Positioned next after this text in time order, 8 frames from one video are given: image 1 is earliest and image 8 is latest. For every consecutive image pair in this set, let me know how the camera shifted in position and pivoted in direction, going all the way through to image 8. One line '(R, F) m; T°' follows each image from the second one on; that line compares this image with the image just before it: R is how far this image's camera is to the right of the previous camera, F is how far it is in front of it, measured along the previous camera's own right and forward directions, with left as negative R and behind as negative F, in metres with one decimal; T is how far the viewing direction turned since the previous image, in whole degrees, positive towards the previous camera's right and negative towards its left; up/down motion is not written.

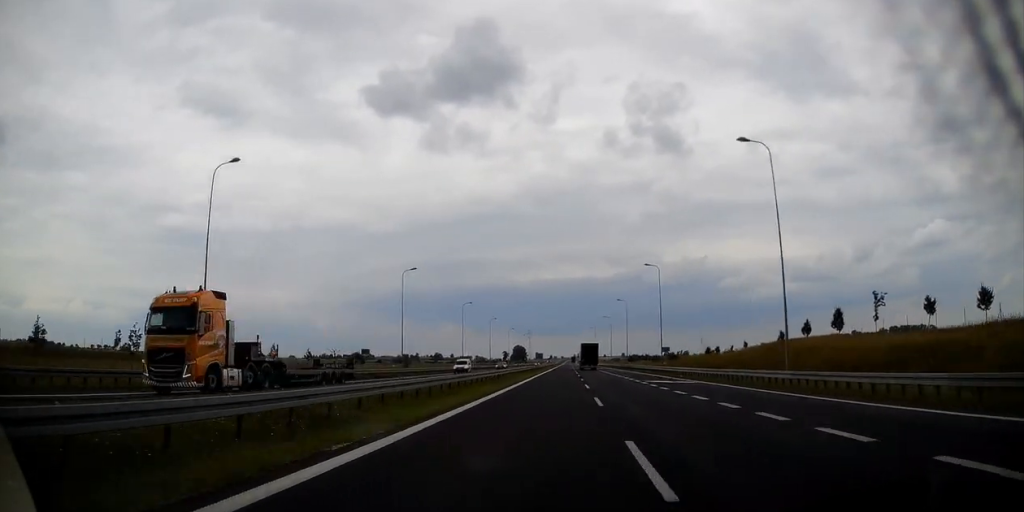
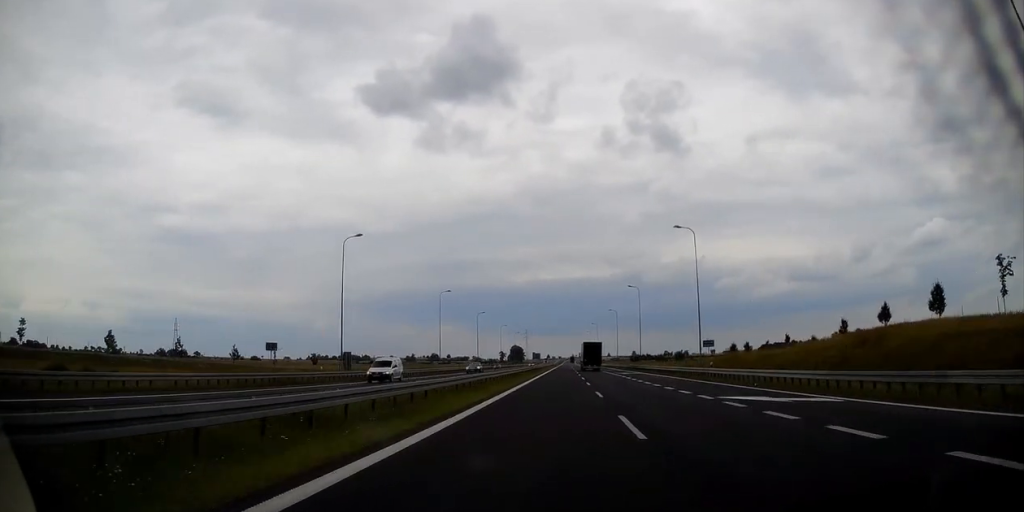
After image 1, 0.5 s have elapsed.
(+0.1, +19.7) m; 0°
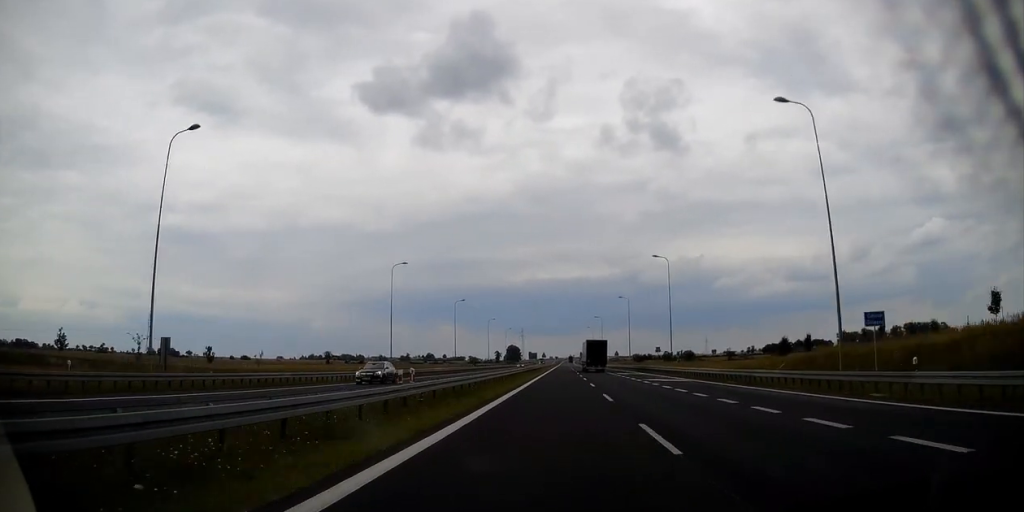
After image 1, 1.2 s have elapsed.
(+0.1, +25.9) m; 0°
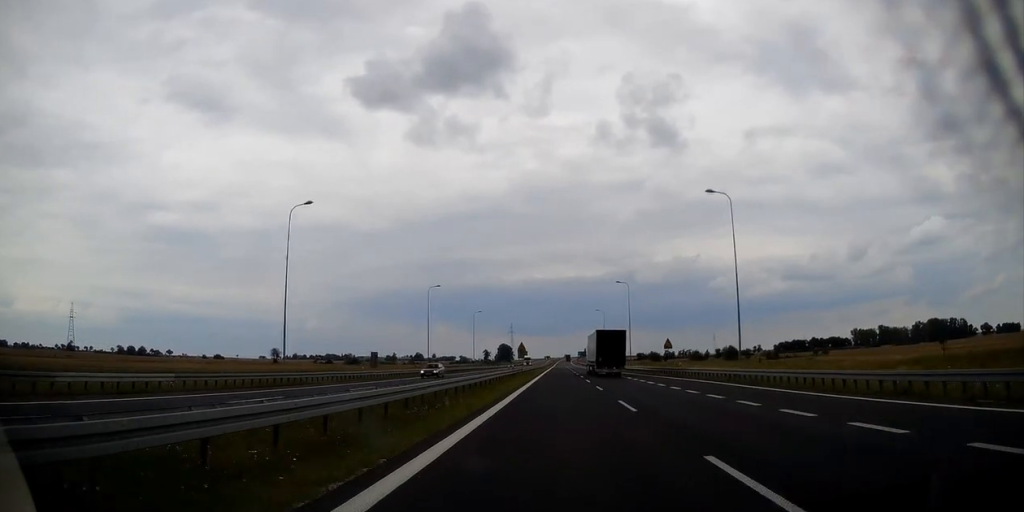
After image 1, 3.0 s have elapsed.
(-0.2, +65.4) m; 0°
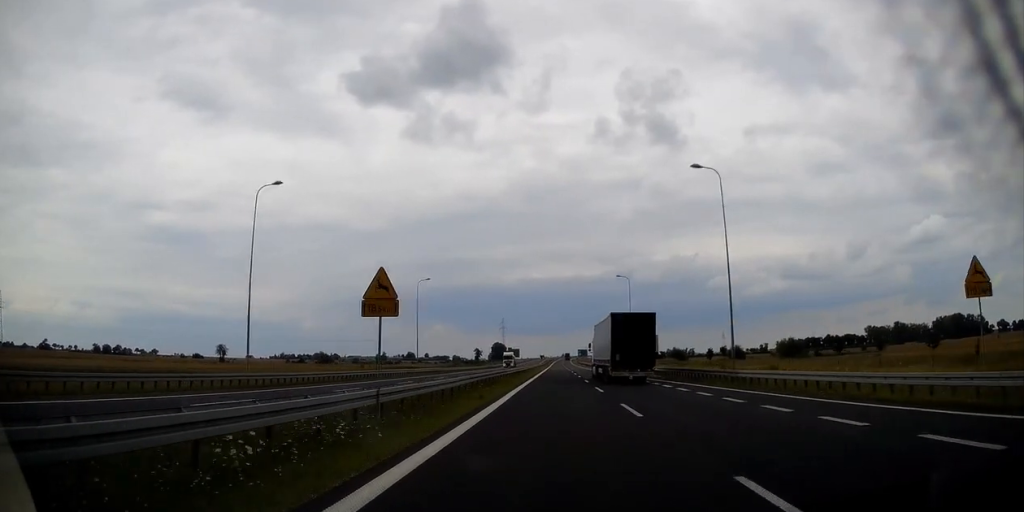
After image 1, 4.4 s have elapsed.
(+0.3, +50.3) m; +1°
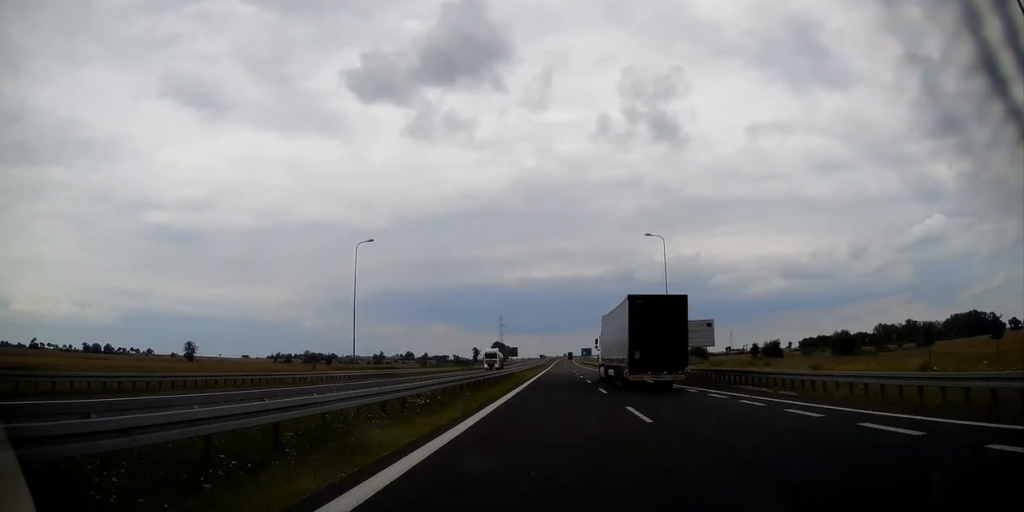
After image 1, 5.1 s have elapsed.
(0.0, +25.6) m; 0°
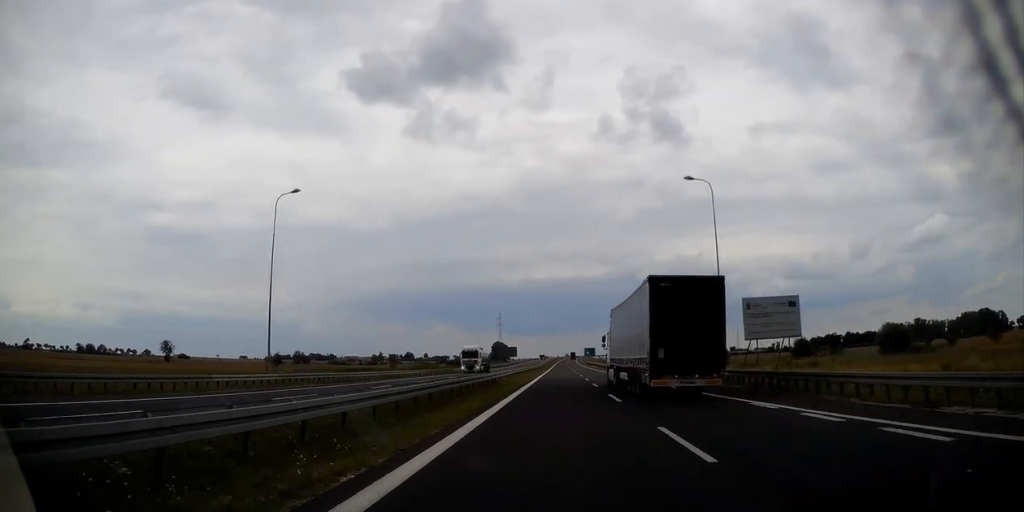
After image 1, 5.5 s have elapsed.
(+0.1, +17.0) m; 0°
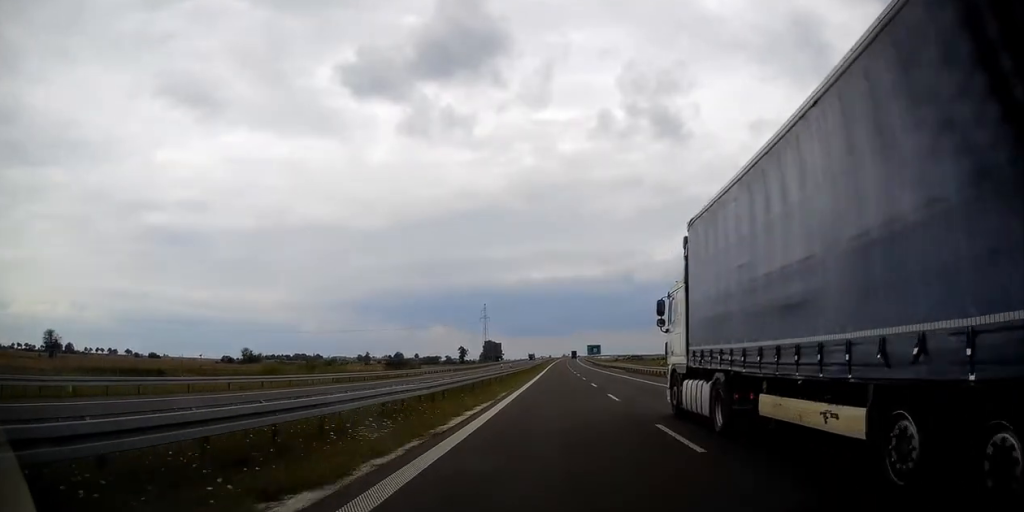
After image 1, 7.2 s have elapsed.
(-0.2, +59.5) m; 0°
